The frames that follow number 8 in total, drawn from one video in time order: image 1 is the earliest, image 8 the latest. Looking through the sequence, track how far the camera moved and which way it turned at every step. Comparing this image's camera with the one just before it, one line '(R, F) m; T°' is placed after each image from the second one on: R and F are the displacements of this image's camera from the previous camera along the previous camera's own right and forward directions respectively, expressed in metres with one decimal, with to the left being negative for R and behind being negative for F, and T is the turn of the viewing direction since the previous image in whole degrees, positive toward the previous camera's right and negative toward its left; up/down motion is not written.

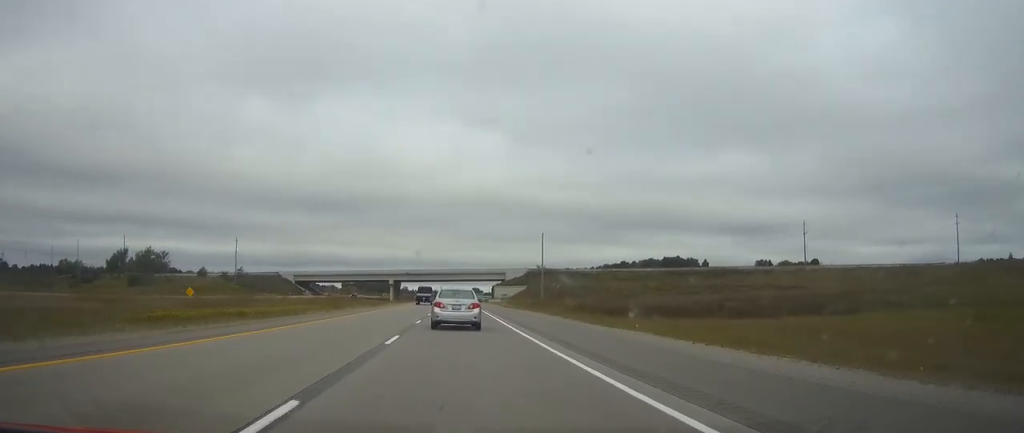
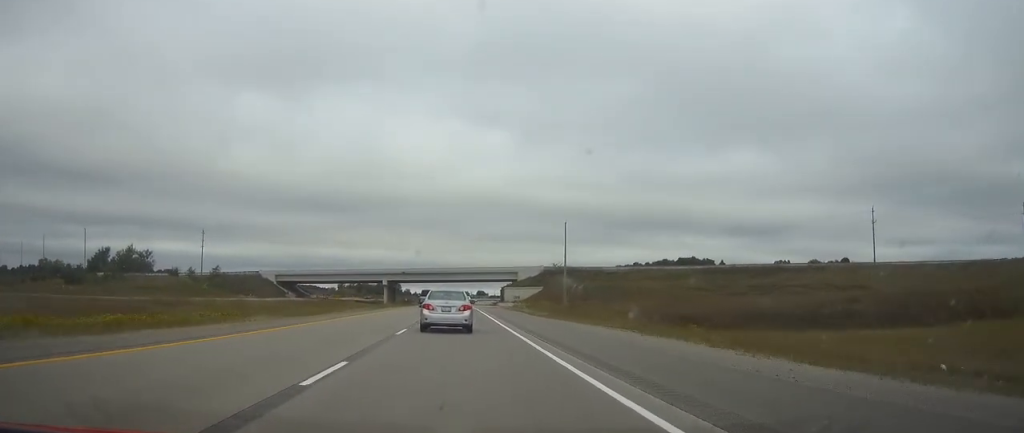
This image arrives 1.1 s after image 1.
(-0.1, +31.8) m; 0°
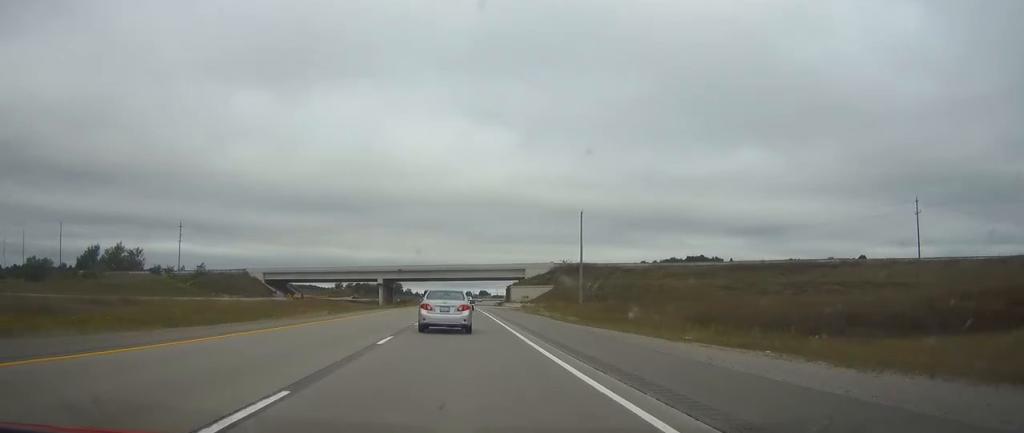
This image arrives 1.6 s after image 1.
(0.0, +16.7) m; 0°
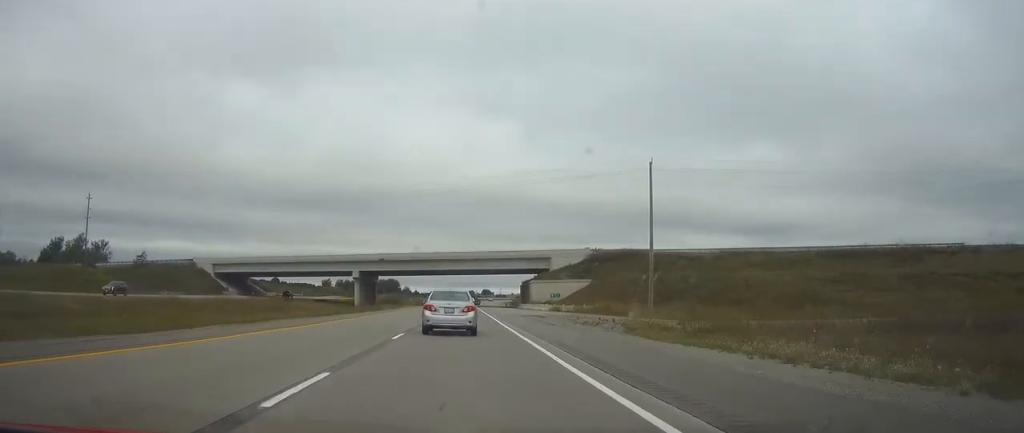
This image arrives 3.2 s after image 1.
(-0.2, +46.0) m; 0°
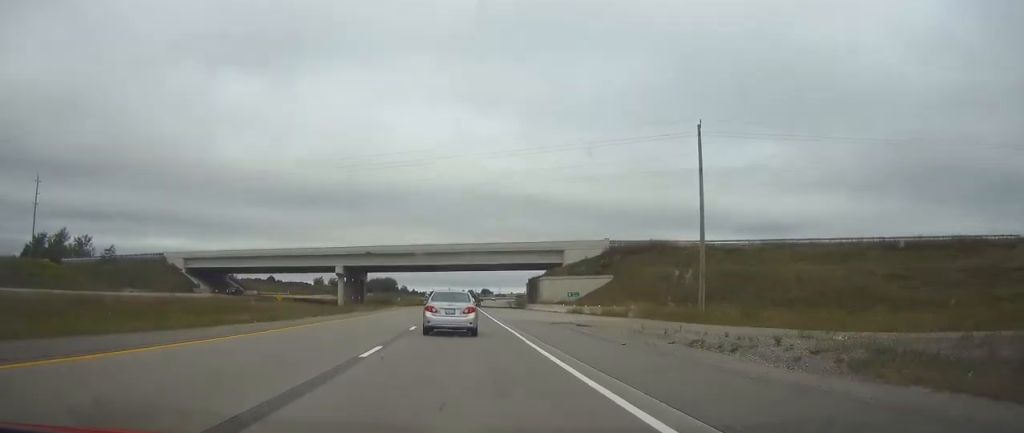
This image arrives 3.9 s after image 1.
(0.0, +18.0) m; 0°
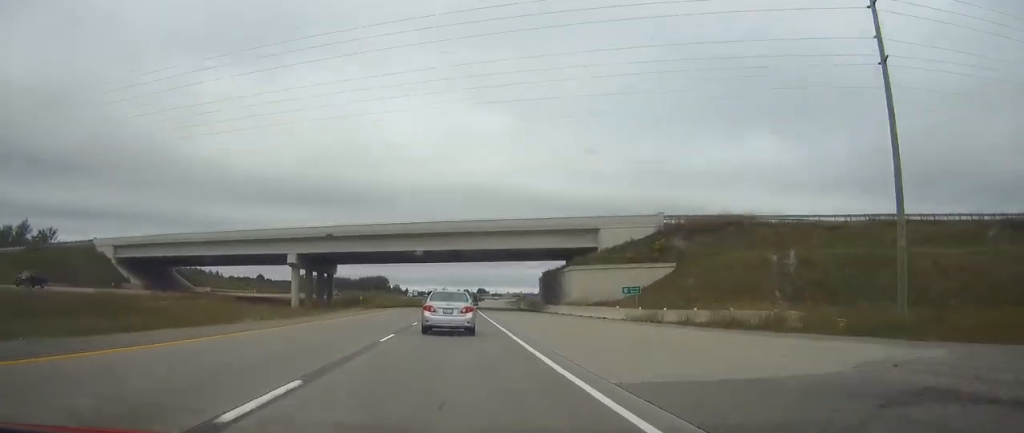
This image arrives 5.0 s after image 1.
(+0.1, +32.0) m; 0°
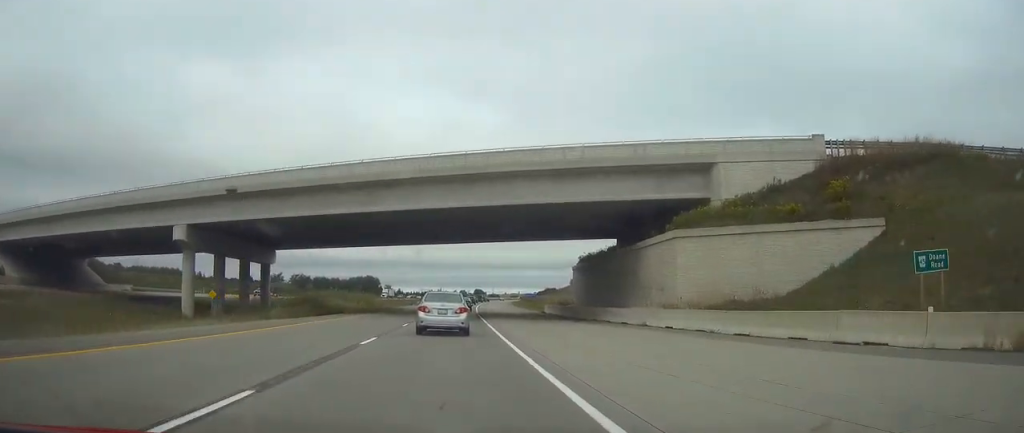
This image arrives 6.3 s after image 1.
(0.0, +37.7) m; 0°
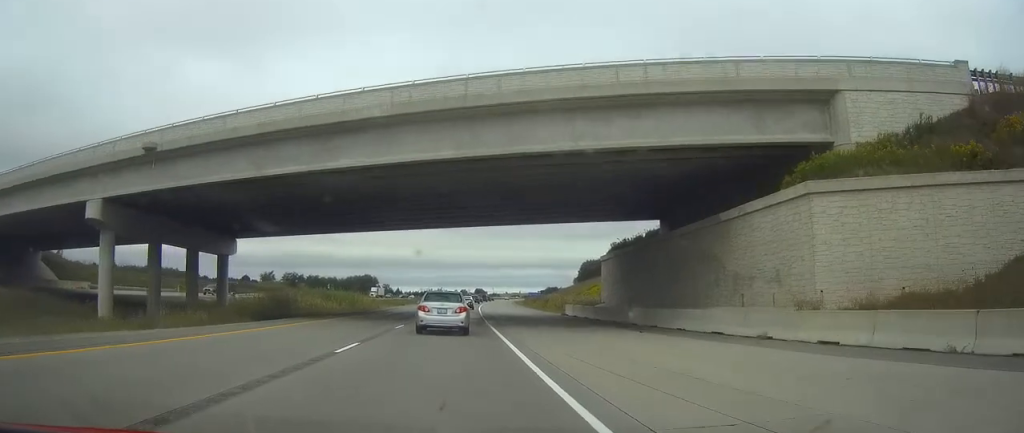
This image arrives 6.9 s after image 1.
(0.0, +15.1) m; 0°
